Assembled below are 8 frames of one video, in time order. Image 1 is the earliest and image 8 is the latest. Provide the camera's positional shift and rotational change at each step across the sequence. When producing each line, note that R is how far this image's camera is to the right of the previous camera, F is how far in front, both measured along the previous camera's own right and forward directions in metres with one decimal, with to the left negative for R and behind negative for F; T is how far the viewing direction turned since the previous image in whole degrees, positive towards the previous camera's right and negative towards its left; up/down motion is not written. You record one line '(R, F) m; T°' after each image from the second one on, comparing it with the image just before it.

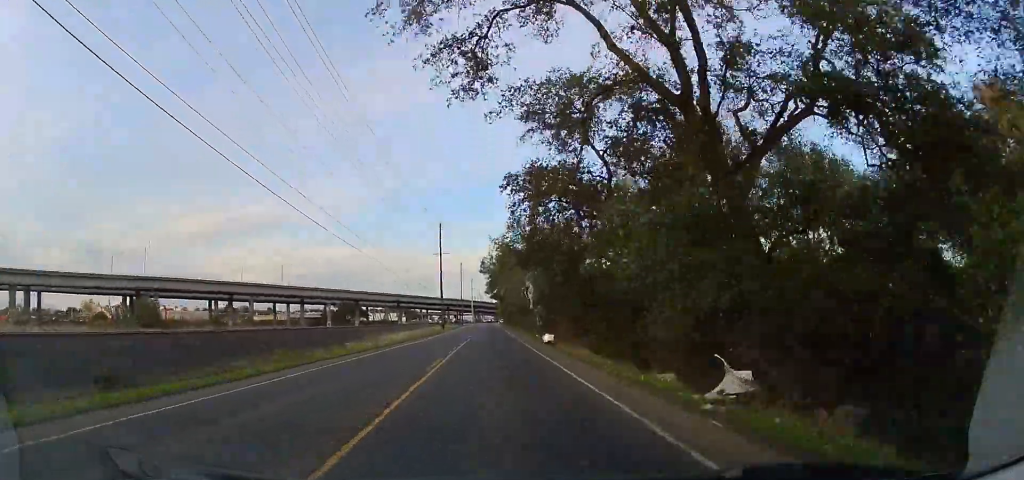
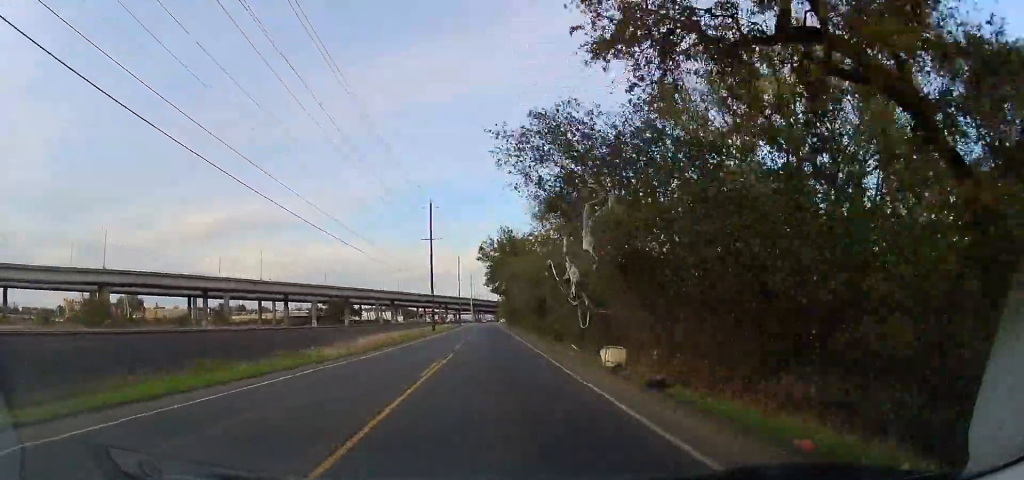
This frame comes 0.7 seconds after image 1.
(-0.2, +15.0) m; 0°
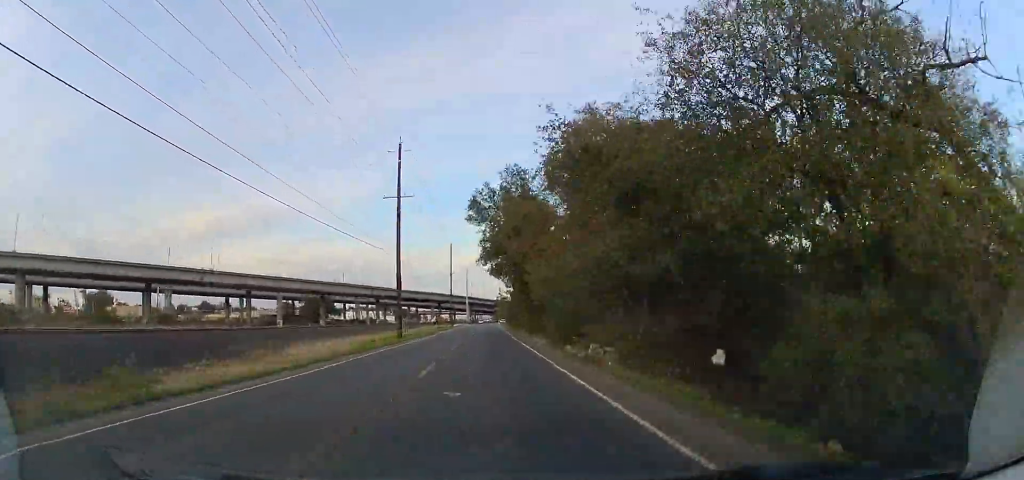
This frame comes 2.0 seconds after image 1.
(+0.1, +26.4) m; +2°
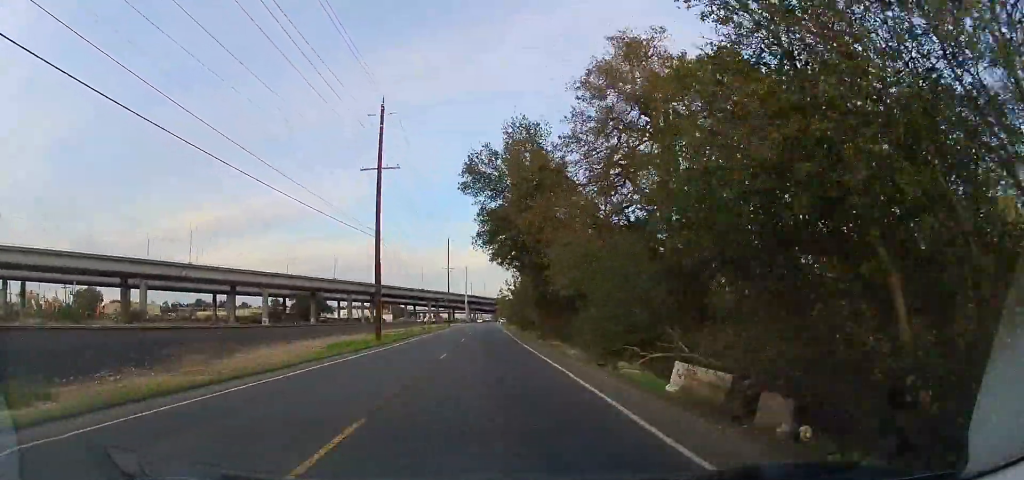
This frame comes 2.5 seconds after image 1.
(+0.1, +9.3) m; 0°
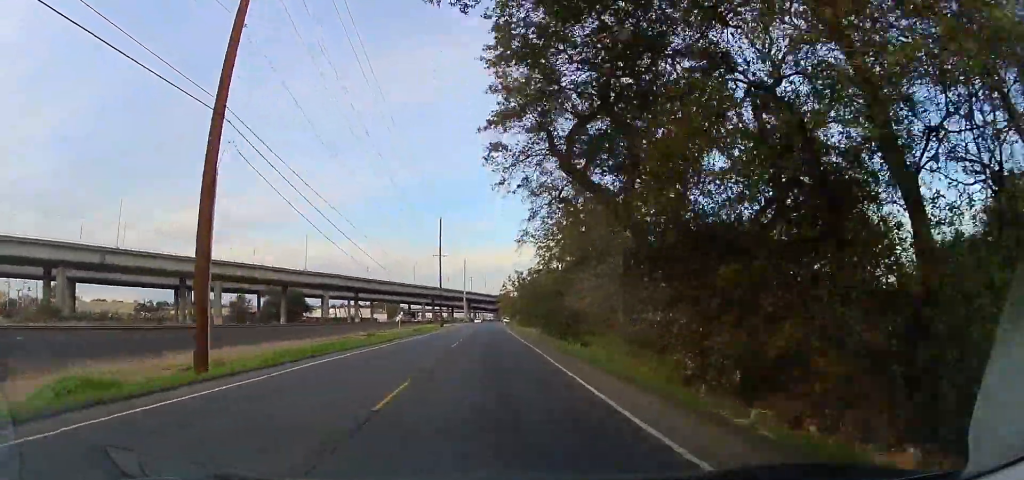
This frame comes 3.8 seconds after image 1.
(+0.1, +24.8) m; -1°
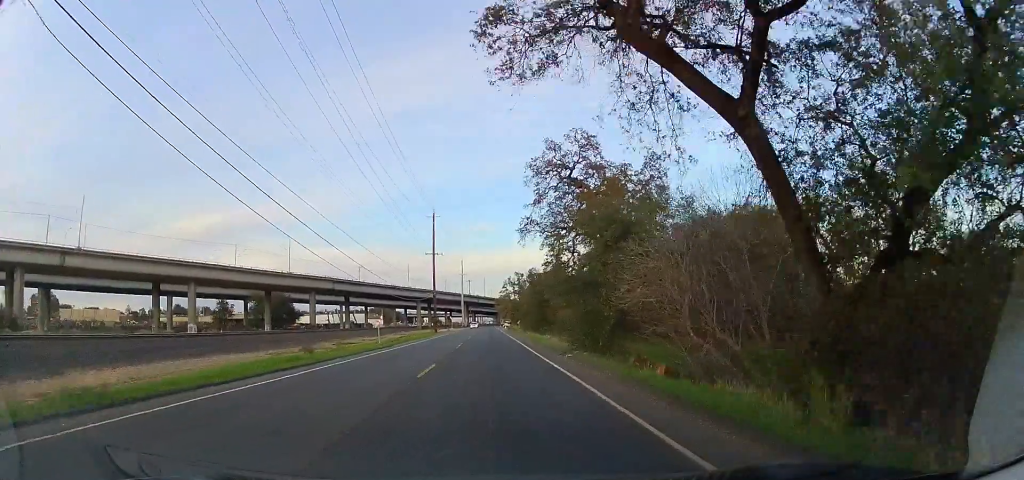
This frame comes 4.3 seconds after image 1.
(0.0, +9.7) m; -1°
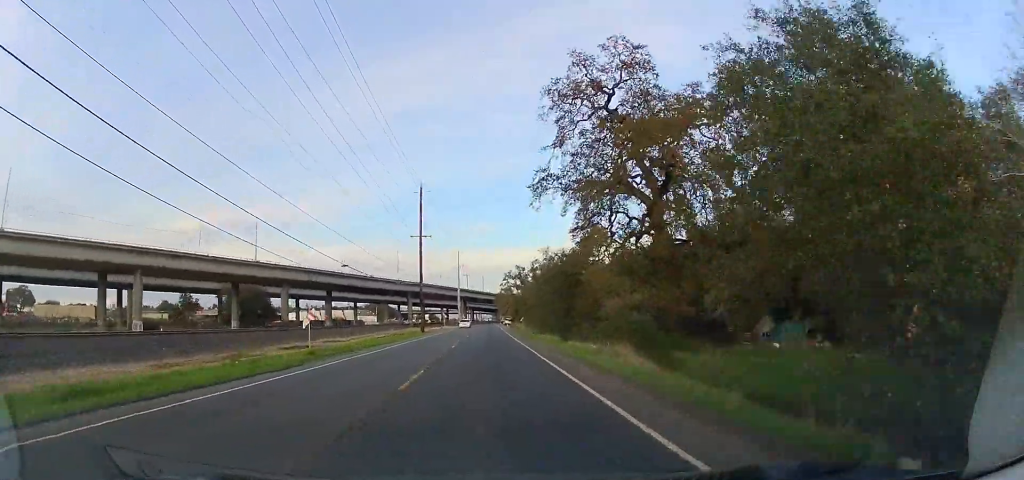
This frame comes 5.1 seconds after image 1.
(-0.2, +16.6) m; -1°
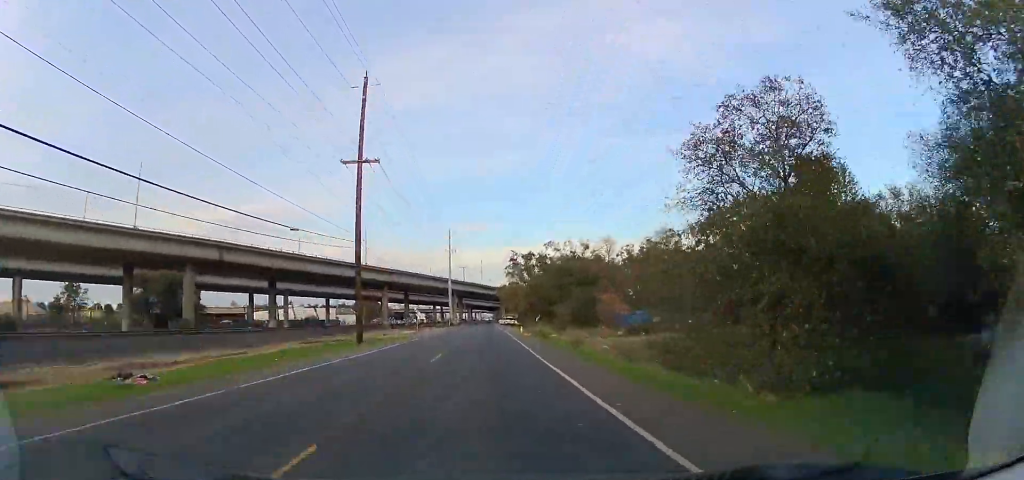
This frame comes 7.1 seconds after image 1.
(+0.5, +36.9) m; +2°
